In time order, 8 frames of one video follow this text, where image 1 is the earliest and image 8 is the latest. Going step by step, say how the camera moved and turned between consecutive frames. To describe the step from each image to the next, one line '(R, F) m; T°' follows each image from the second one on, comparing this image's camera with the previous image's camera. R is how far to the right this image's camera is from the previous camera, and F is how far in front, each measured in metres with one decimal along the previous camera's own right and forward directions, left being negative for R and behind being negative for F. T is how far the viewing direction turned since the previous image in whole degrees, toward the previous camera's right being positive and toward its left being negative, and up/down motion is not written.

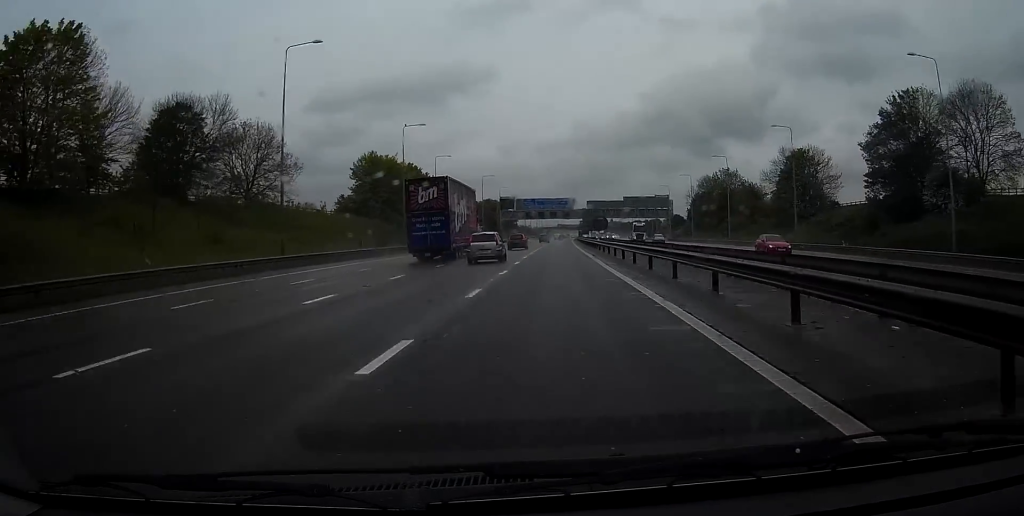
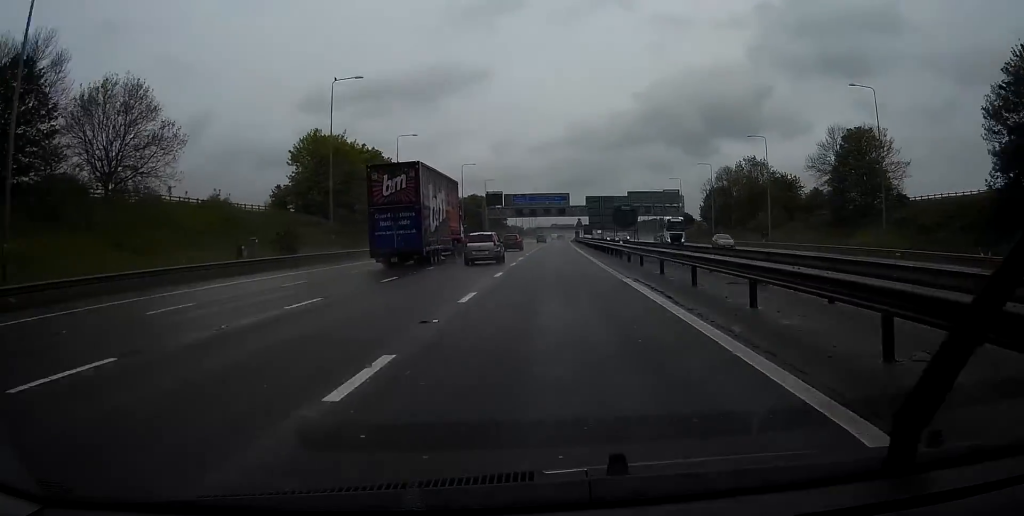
(+0.2, +27.6) m; +1°
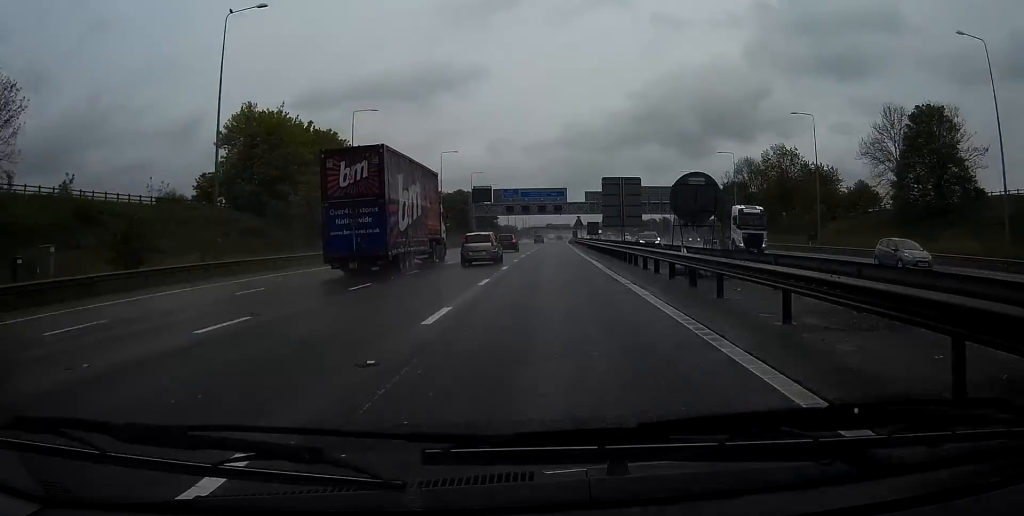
(+0.1, +21.4) m; 0°
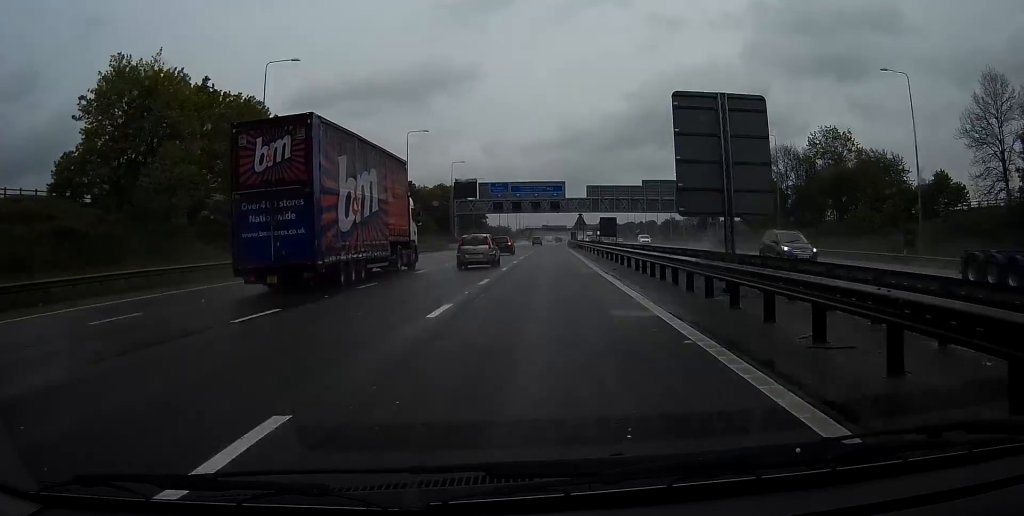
(0.0, +25.5) m; 0°
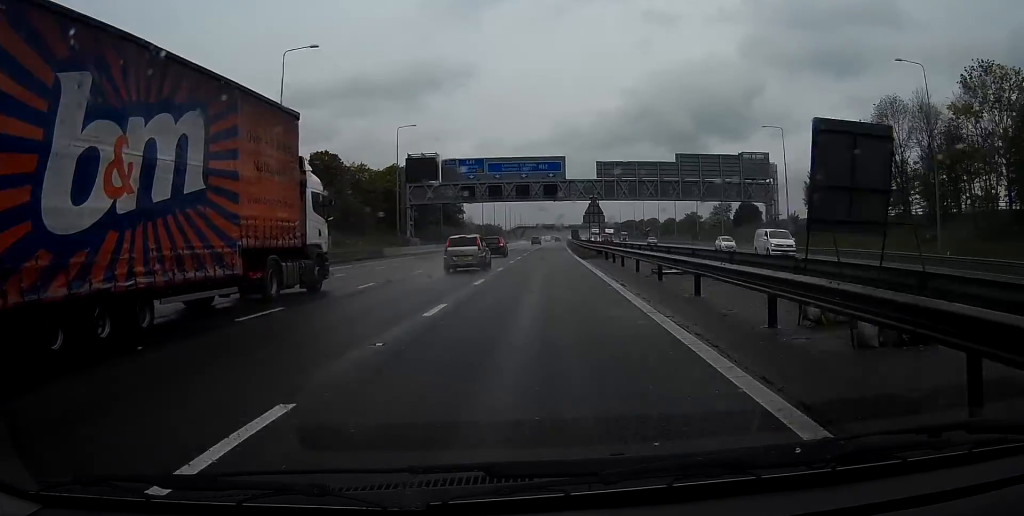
(+0.1, +43.9) m; 0°
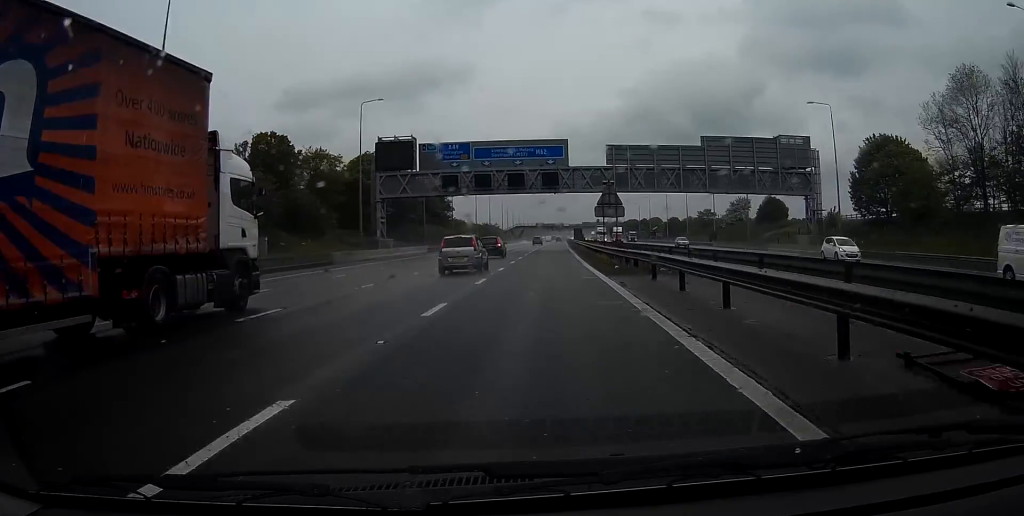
(0.0, +17.4) m; 0°
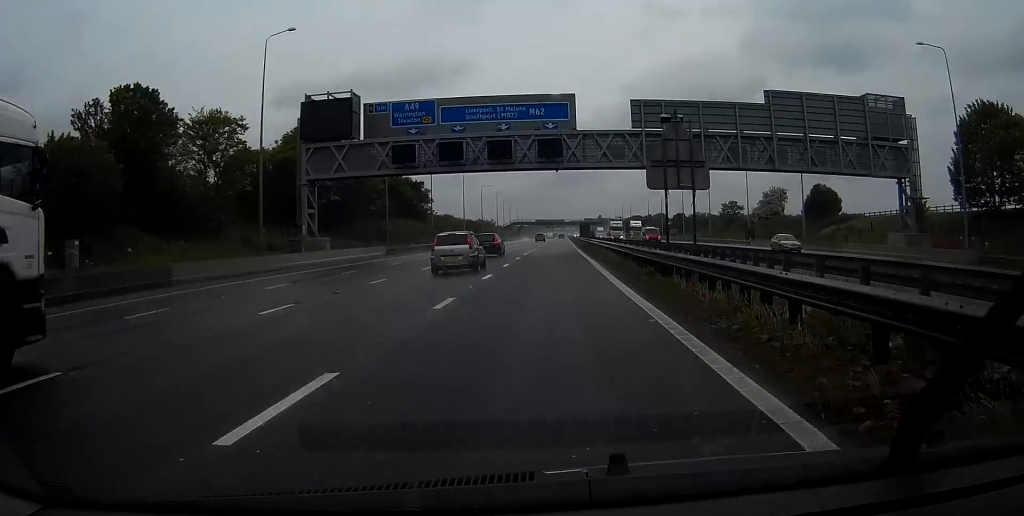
(0.0, +25.9) m; 0°
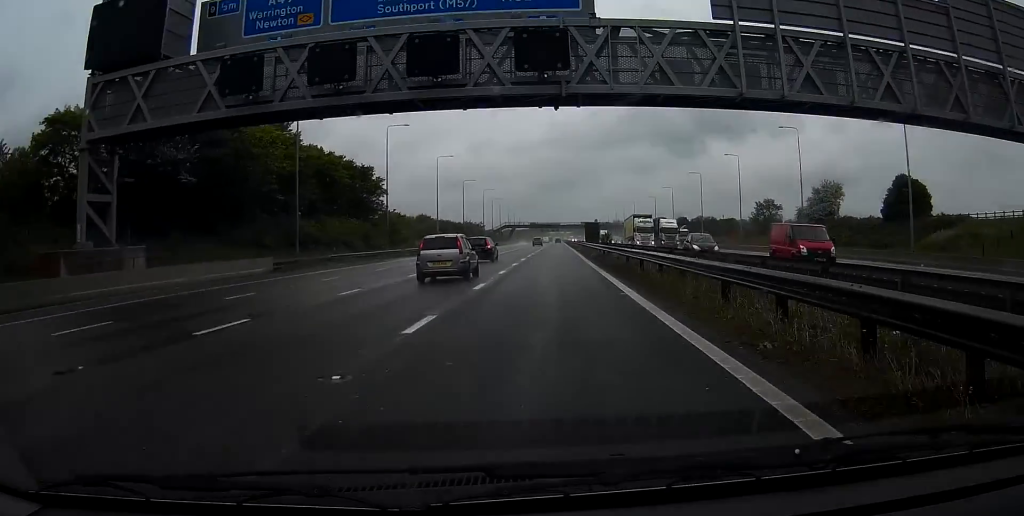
(0.0, +29.9) m; 0°
